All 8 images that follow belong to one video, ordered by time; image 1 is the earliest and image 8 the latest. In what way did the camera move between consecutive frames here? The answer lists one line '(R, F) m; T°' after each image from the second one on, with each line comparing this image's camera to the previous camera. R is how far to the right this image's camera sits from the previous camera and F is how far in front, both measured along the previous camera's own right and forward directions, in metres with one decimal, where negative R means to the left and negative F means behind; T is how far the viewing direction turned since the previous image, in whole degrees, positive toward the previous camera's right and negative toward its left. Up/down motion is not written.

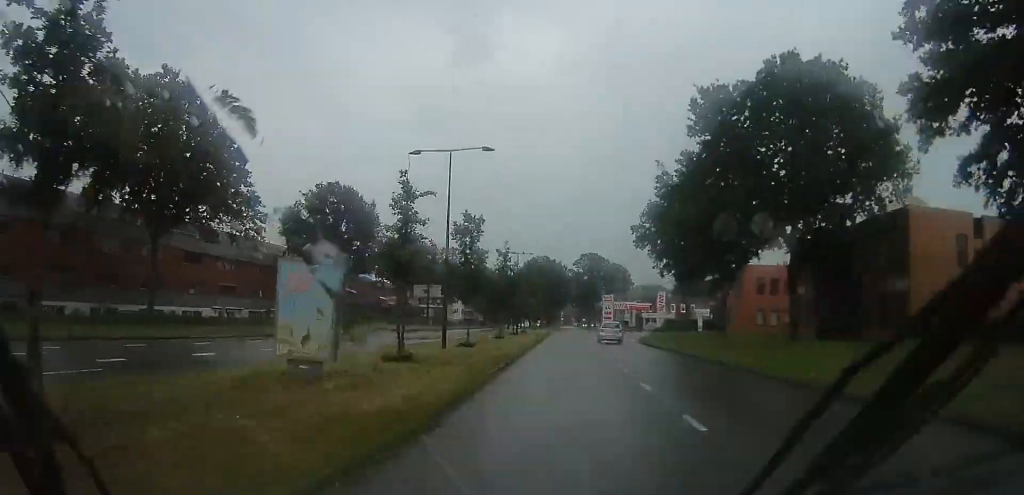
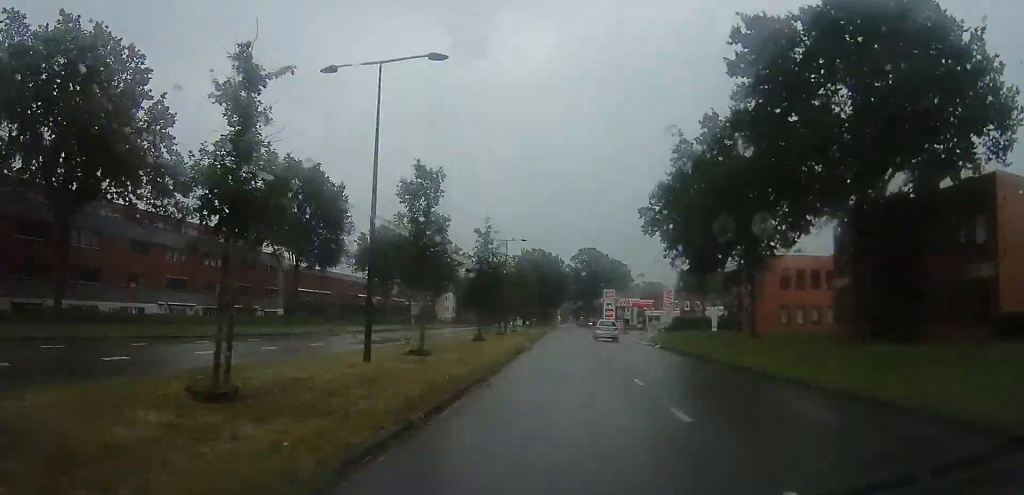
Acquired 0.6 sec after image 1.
(0.0, +7.7) m; 0°
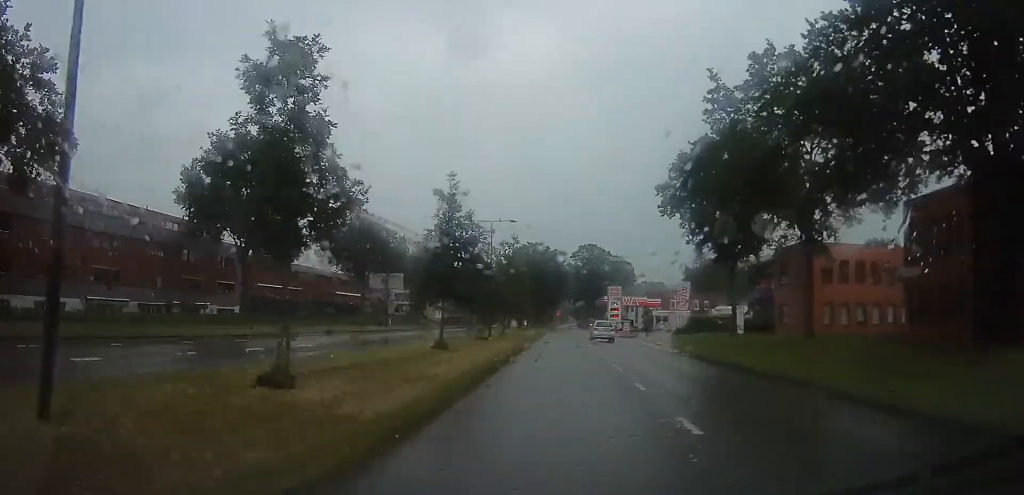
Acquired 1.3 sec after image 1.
(0.0, +8.7) m; 0°
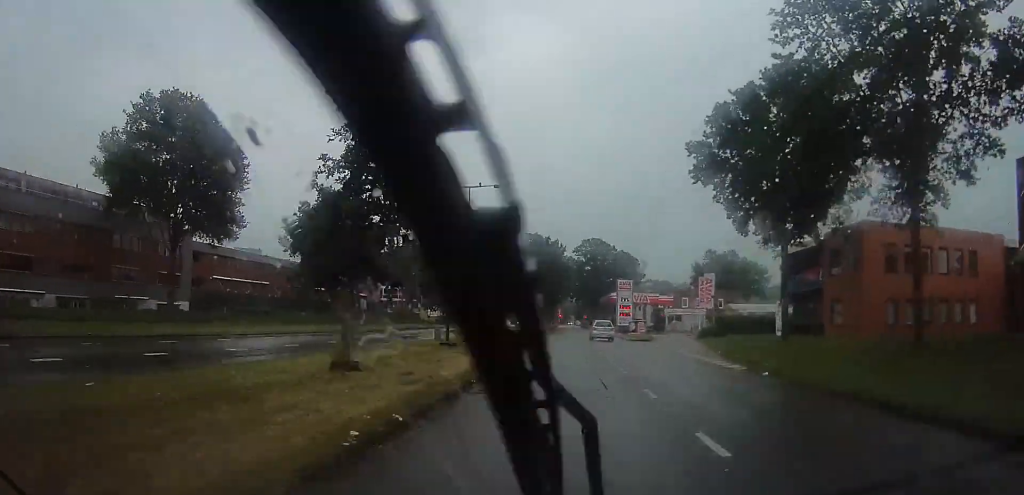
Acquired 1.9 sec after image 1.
(0.0, +9.1) m; 0°
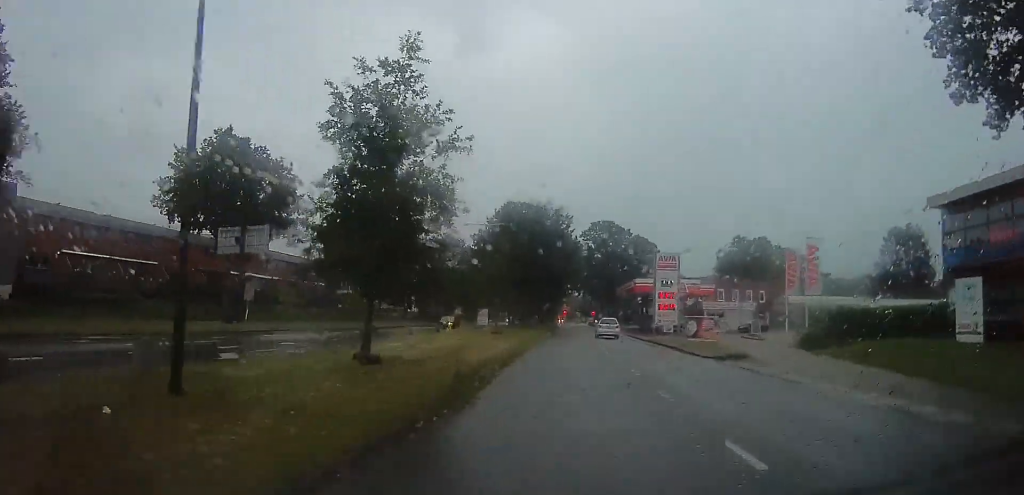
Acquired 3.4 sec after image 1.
(0.0, +21.0) m; 0°
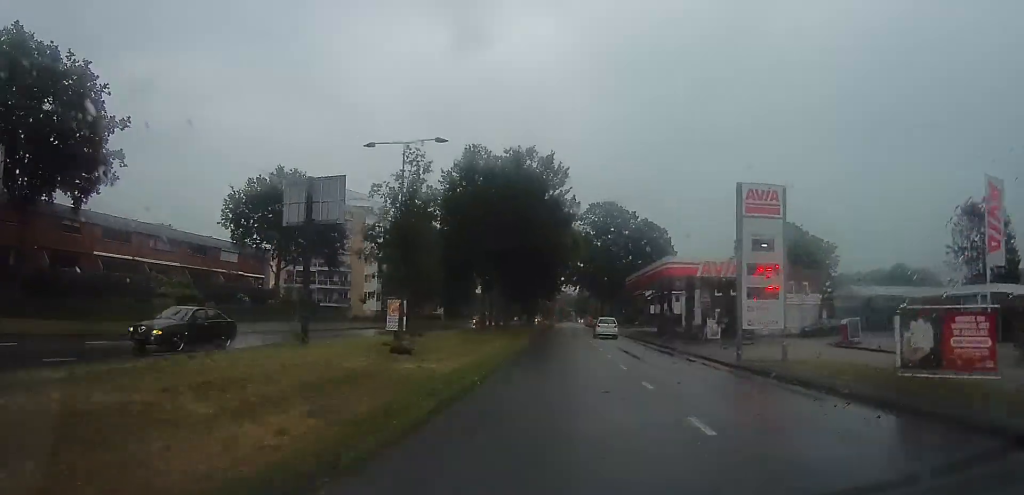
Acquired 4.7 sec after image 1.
(0.0, +19.1) m; 0°
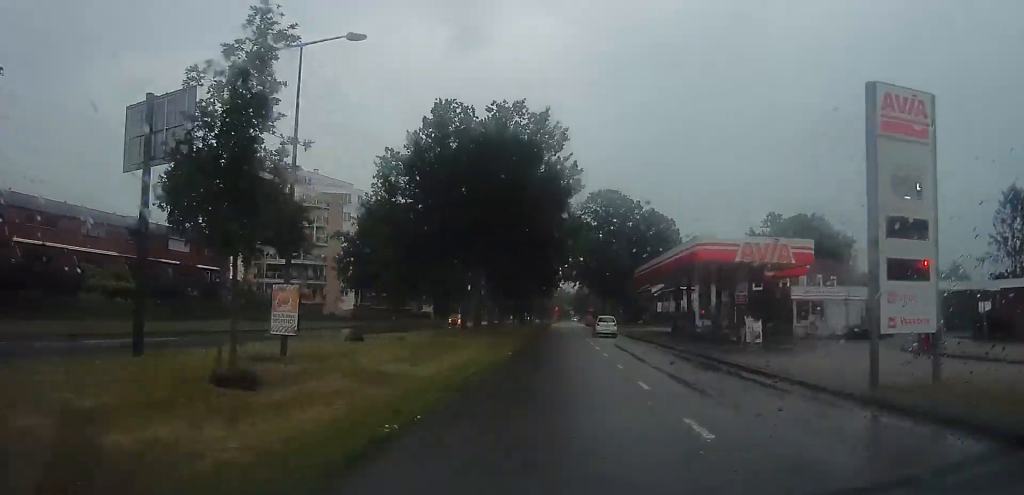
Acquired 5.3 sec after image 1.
(0.0, +8.5) m; 0°
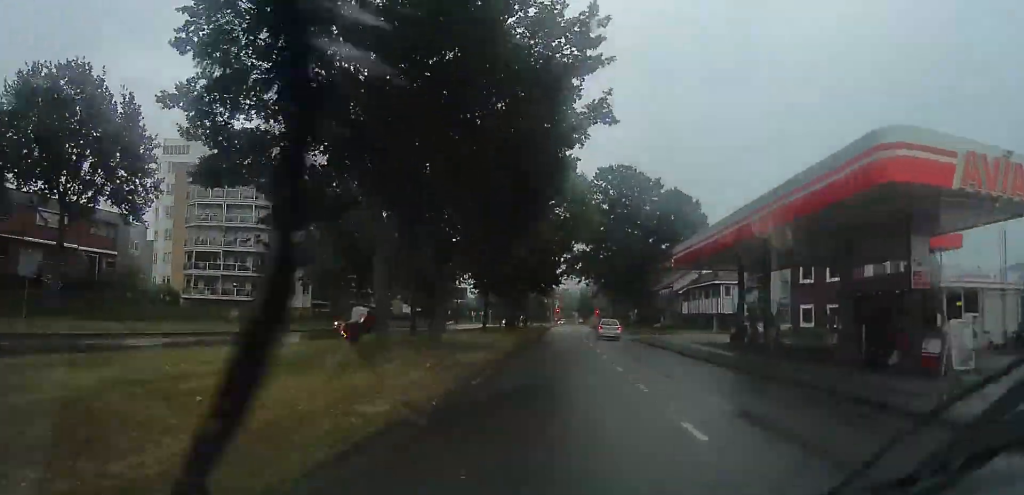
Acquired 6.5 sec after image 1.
(0.0, +16.5) m; 0°
